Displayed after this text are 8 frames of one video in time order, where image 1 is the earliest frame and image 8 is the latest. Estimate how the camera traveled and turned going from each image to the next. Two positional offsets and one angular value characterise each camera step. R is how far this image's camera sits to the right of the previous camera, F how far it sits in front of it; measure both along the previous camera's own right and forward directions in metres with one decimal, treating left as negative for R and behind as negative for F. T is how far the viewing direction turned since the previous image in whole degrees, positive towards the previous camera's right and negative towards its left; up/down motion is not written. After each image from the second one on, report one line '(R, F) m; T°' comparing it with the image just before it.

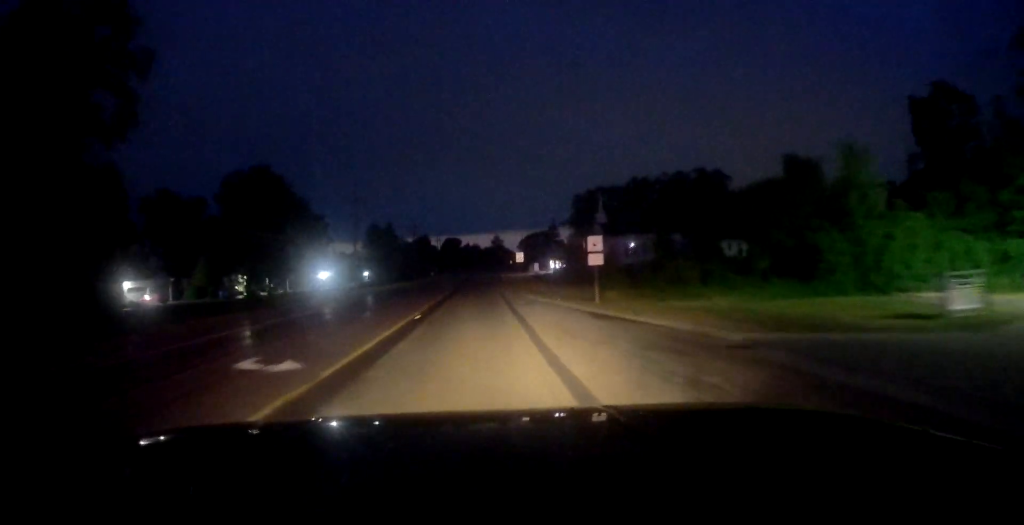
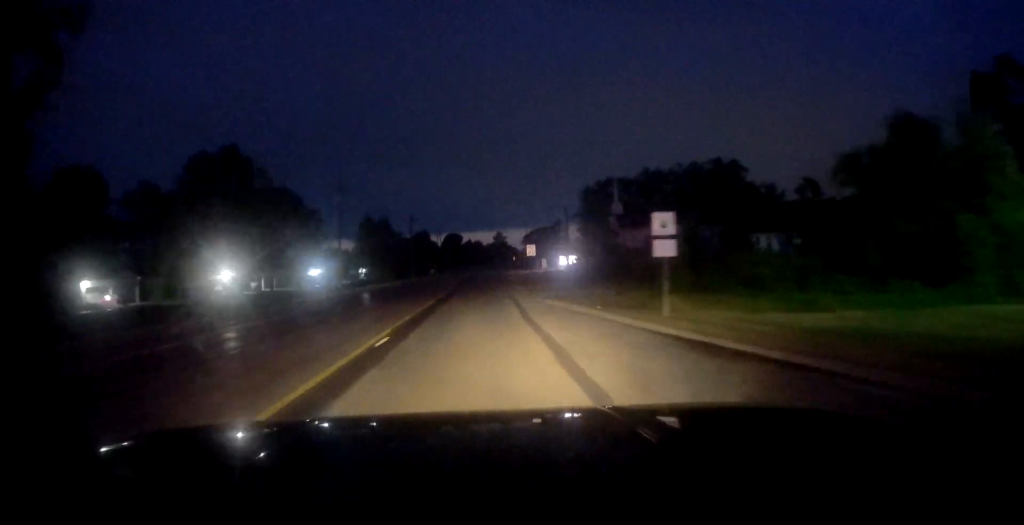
(-0.2, +8.8) m; 0°
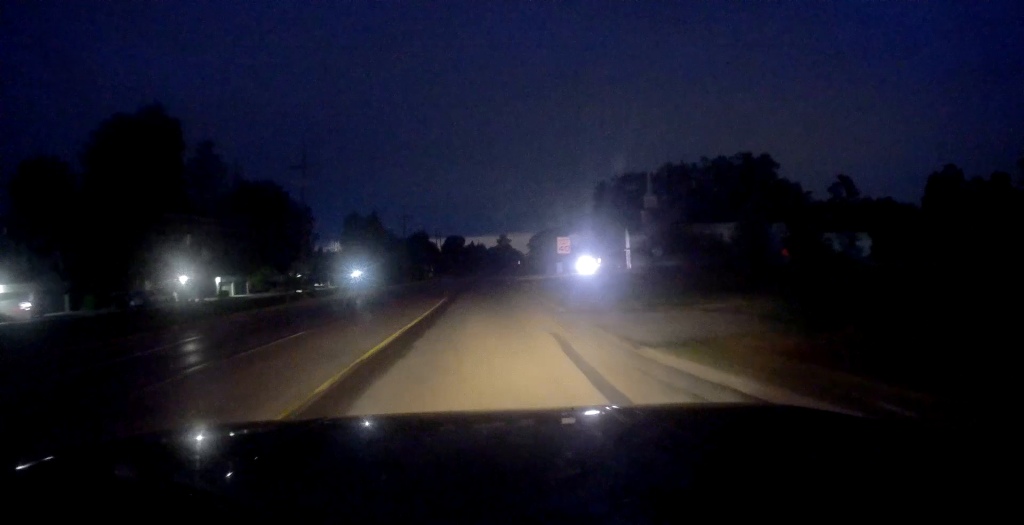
(+0.2, +14.0) m; +1°
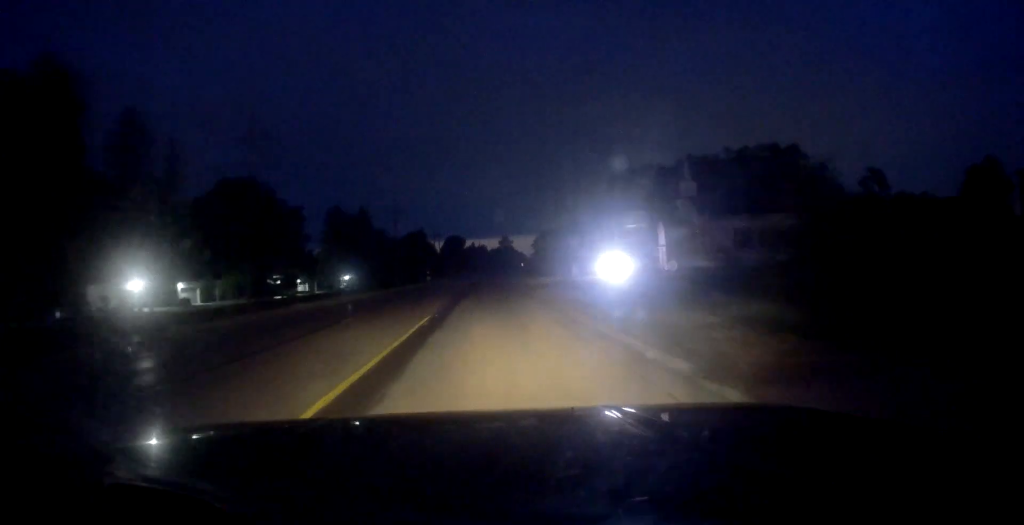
(+0.1, +11.8) m; 0°
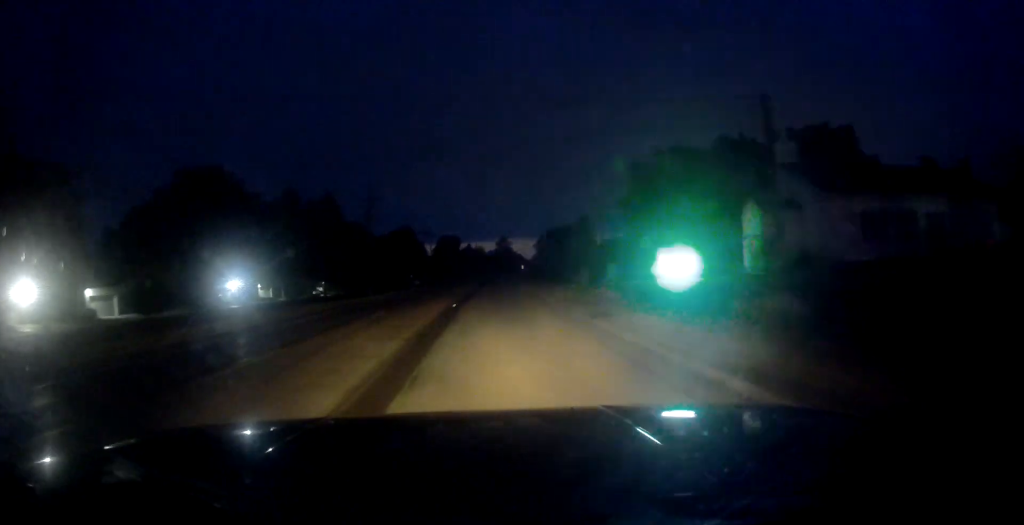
(-0.2, +19.4) m; 0°
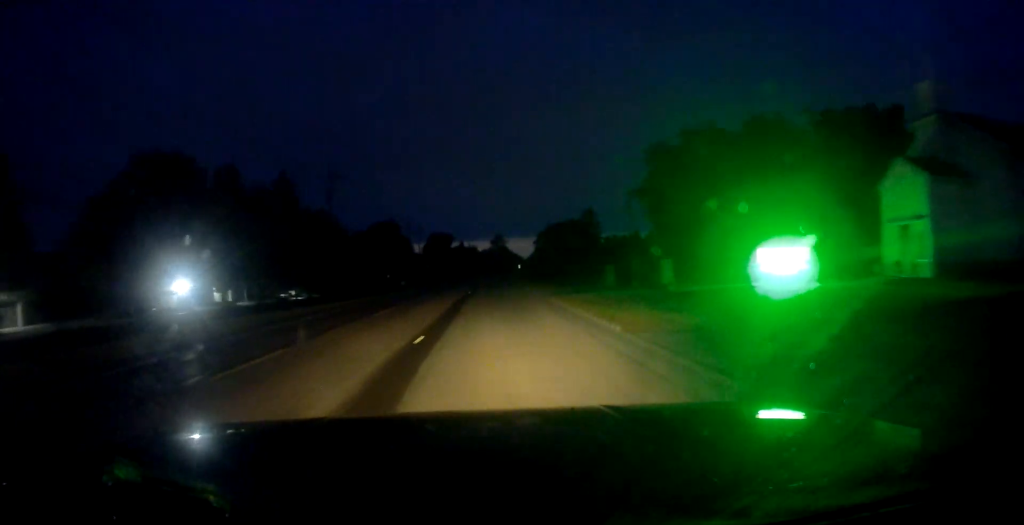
(-0.1, +15.4) m; +1°
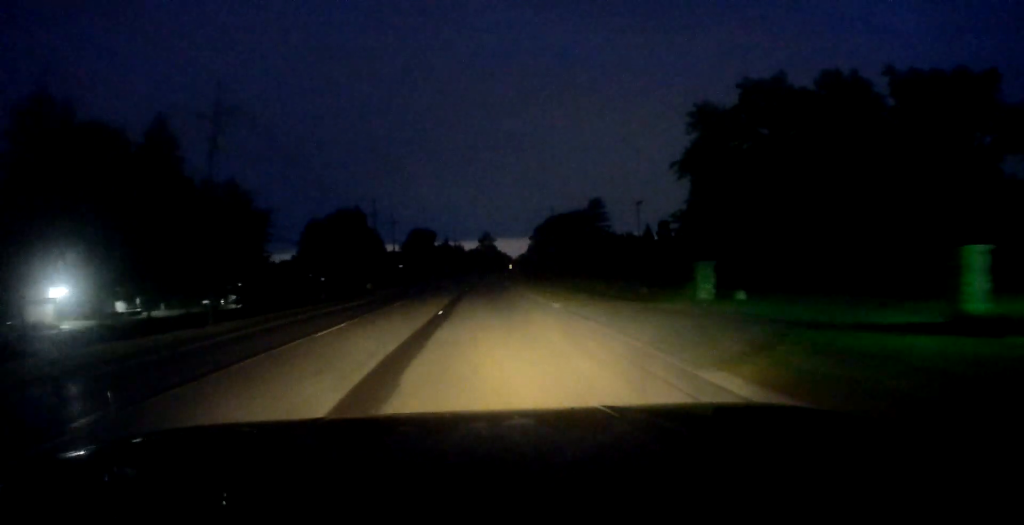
(+0.4, +23.2) m; +1°
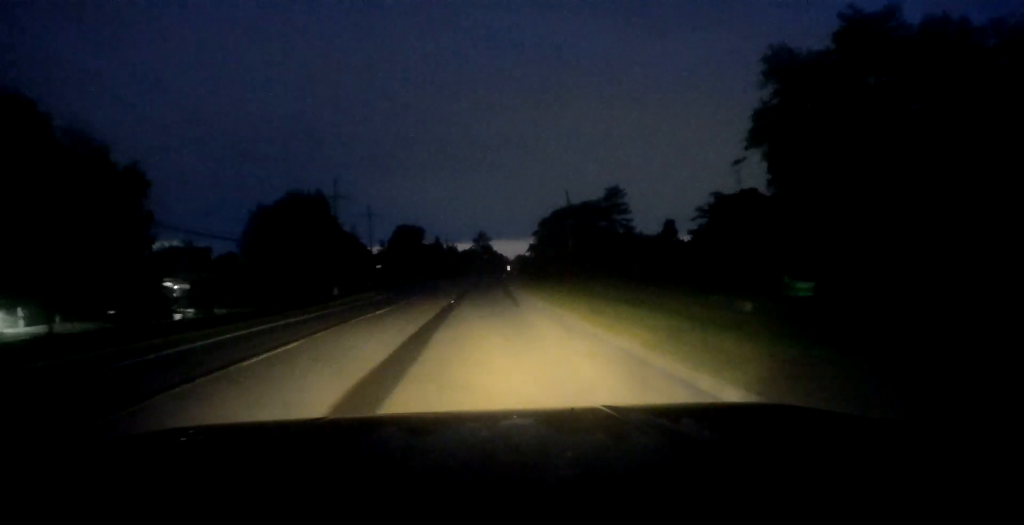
(0.0, +19.7) m; 0°
